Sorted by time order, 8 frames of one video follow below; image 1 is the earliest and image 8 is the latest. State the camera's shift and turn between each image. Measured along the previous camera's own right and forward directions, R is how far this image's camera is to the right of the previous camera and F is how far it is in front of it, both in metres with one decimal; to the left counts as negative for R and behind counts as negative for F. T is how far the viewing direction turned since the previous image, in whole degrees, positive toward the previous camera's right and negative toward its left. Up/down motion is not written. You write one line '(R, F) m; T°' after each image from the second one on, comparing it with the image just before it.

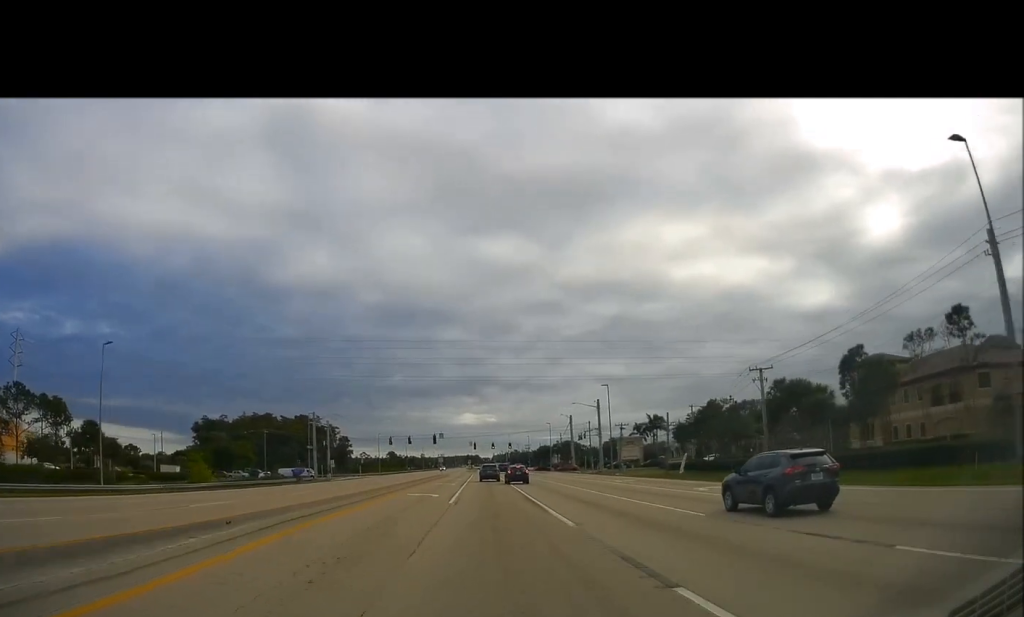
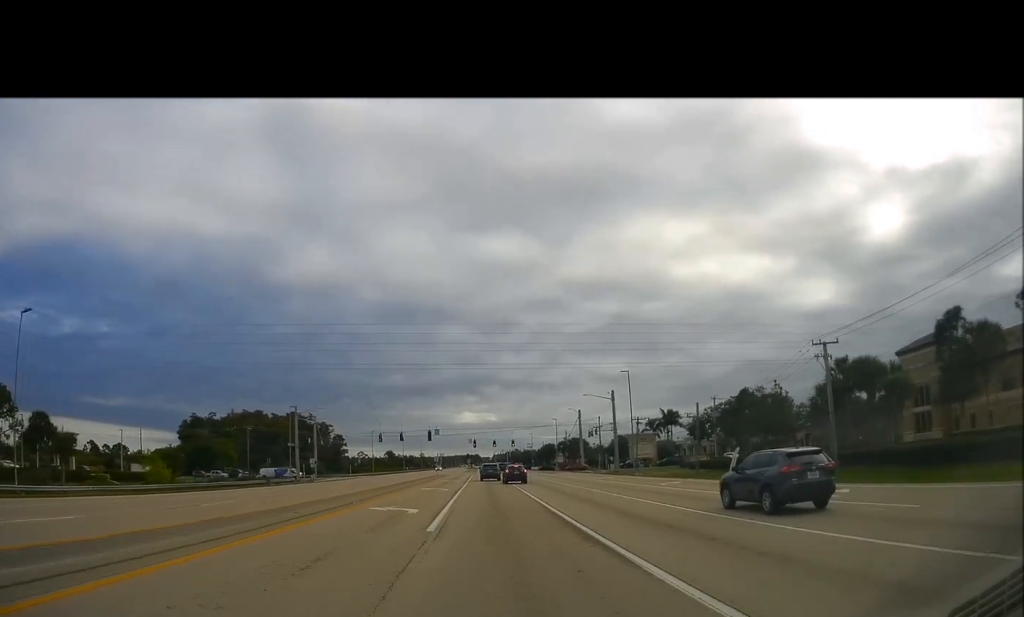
(+0.1, +11.8) m; -1°
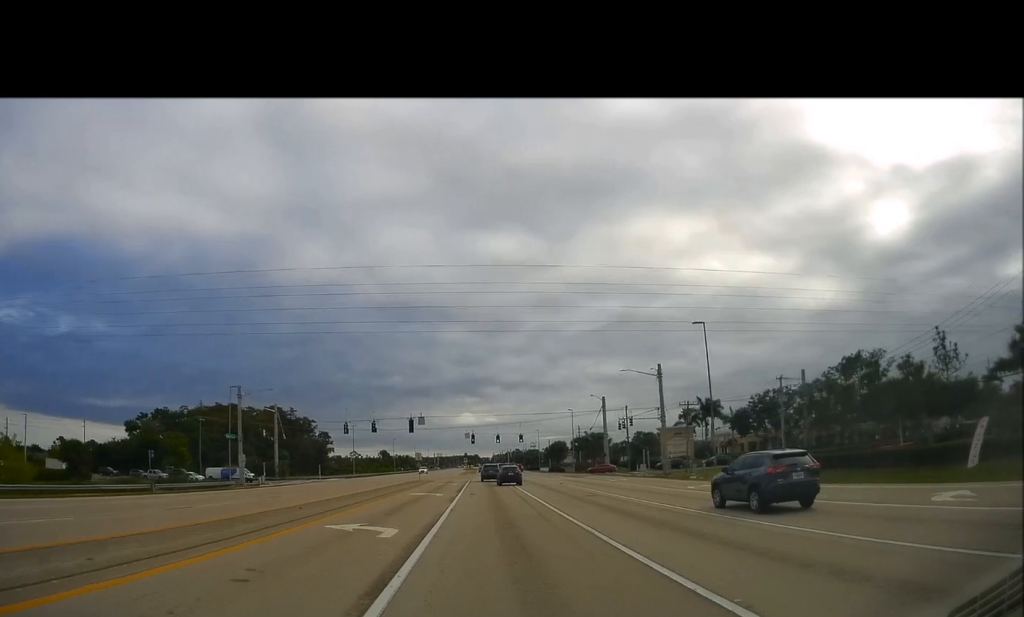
(-0.5, +25.4) m; 0°
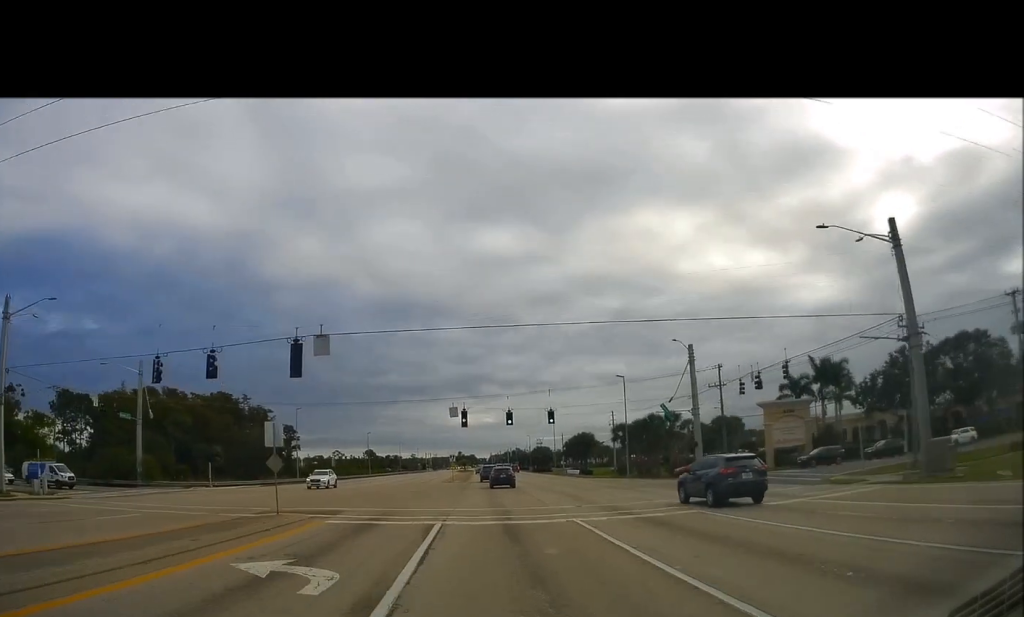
(0.0, +45.1) m; 0°
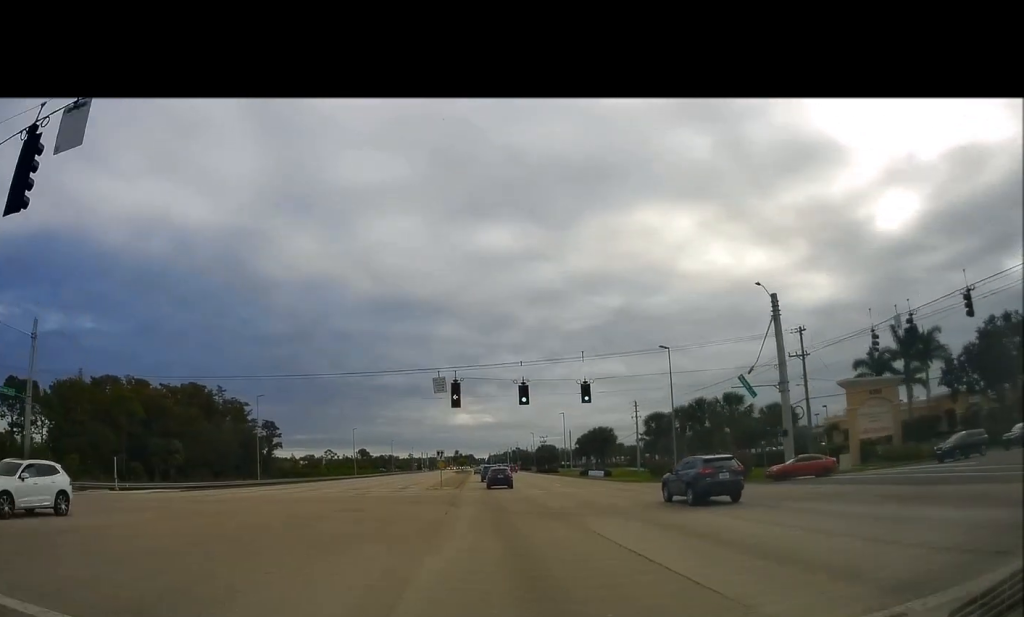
(+0.4, +18.6) m; +1°
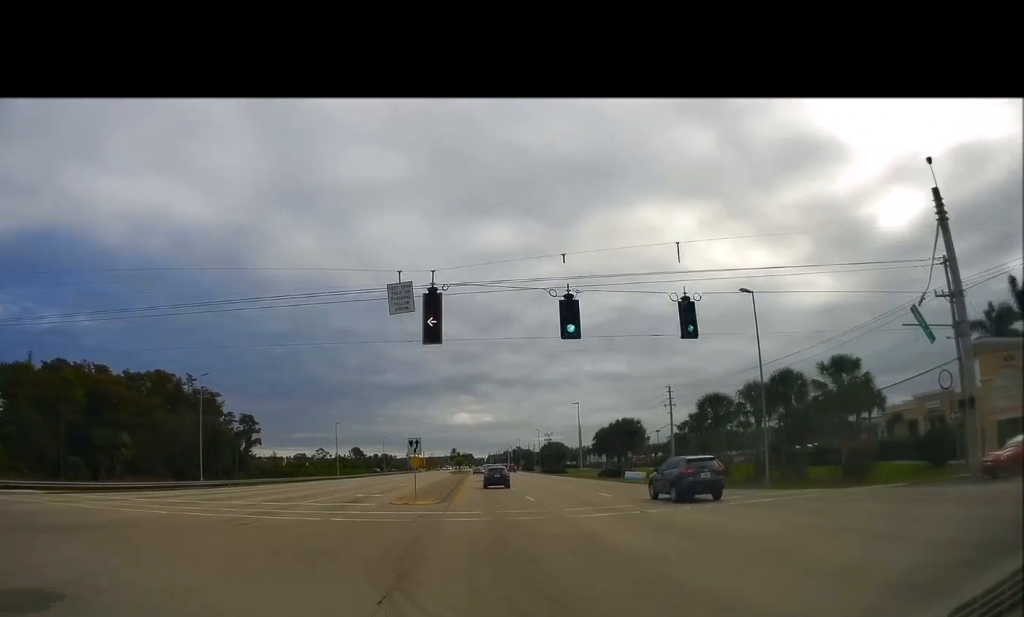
(0.0, +18.3) m; -1°
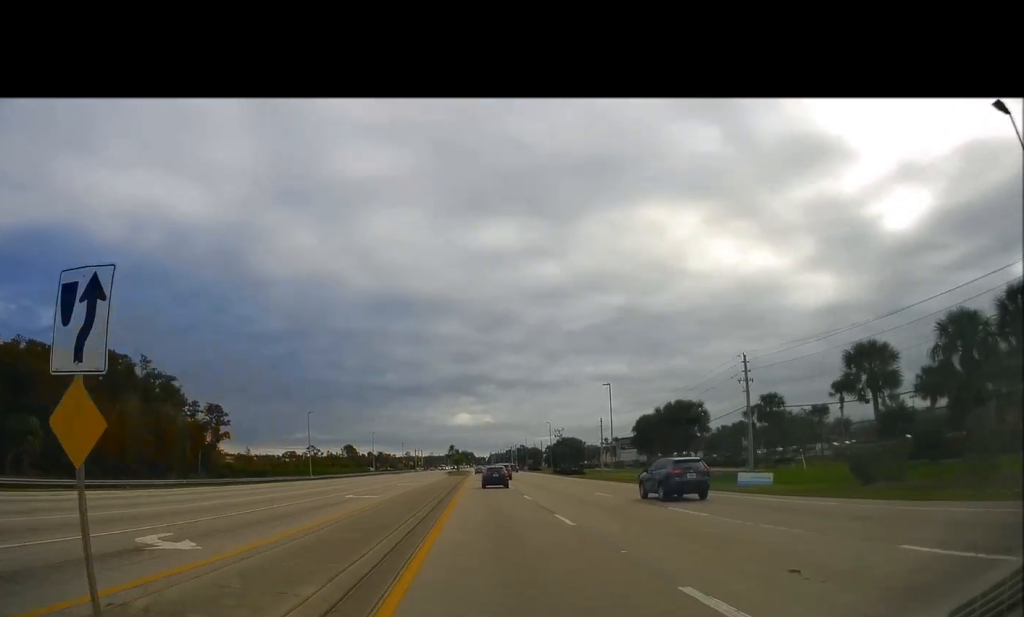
(-0.4, +23.5) m; 0°
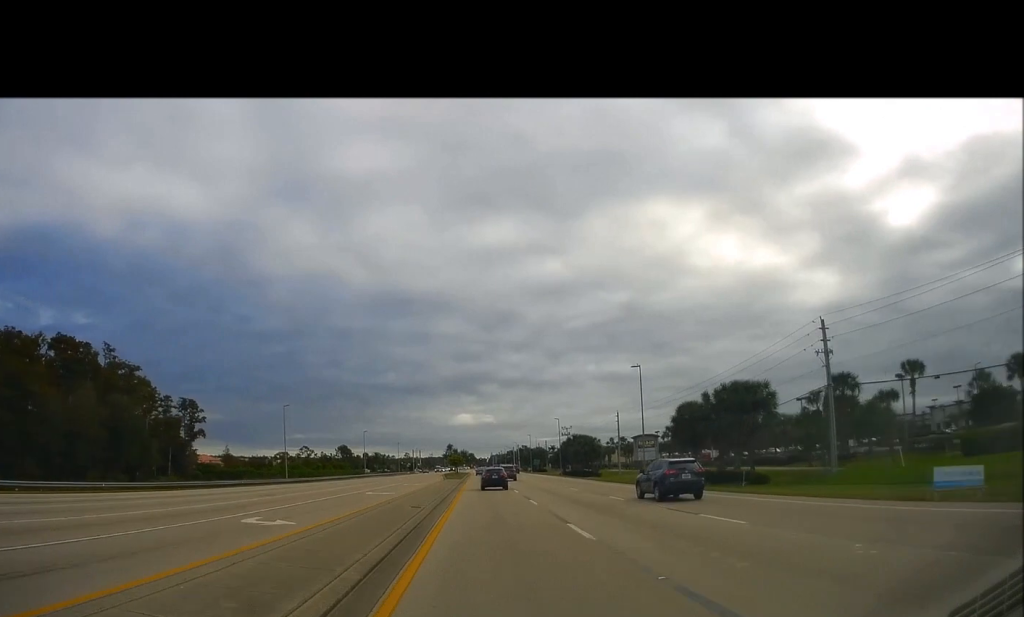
(+0.1, +14.7) m; +1°
